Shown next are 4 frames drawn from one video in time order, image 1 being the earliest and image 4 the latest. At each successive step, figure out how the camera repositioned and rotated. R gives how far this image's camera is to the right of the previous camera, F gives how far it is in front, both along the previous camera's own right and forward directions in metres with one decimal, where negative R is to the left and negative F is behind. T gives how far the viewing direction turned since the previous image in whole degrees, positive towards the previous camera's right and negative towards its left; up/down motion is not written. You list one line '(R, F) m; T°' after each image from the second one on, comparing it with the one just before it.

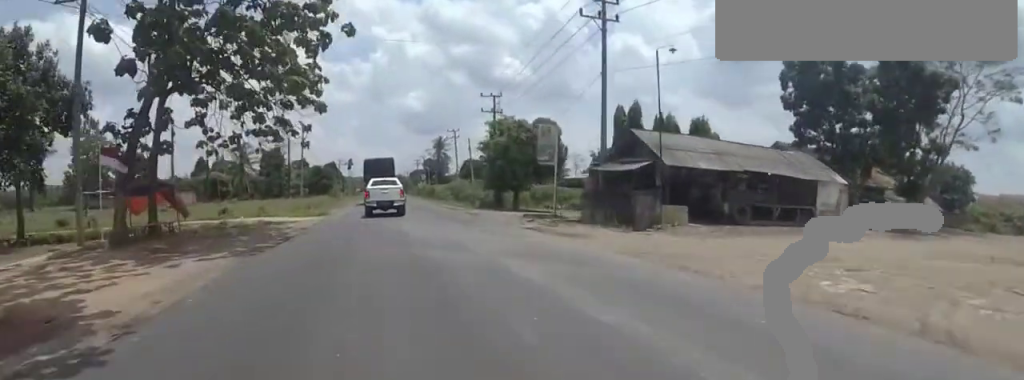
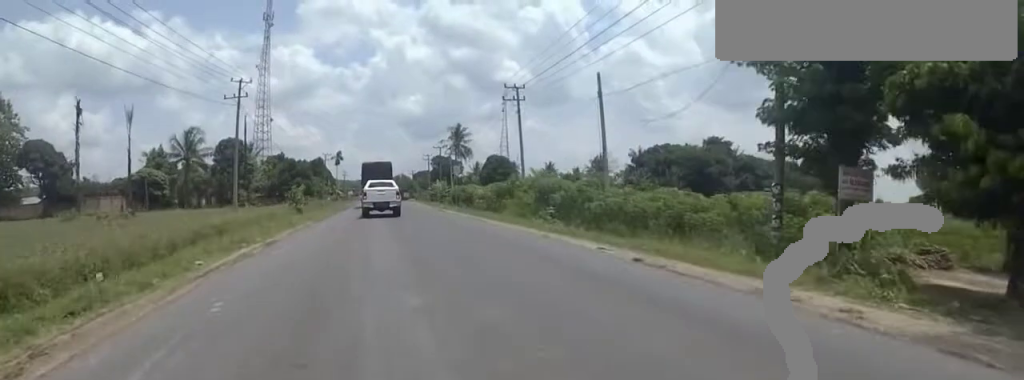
(-0.3, +31.2) m; 0°
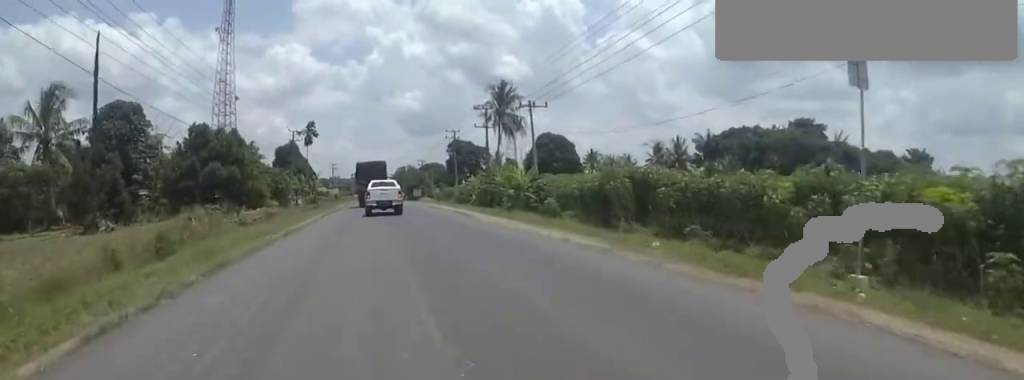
(+2.7, +37.2) m; 0°
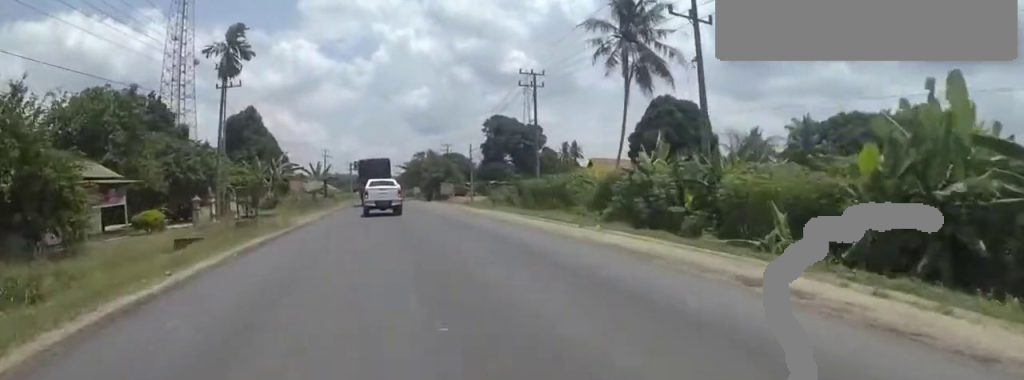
(0.0, +32.5) m; +3°
